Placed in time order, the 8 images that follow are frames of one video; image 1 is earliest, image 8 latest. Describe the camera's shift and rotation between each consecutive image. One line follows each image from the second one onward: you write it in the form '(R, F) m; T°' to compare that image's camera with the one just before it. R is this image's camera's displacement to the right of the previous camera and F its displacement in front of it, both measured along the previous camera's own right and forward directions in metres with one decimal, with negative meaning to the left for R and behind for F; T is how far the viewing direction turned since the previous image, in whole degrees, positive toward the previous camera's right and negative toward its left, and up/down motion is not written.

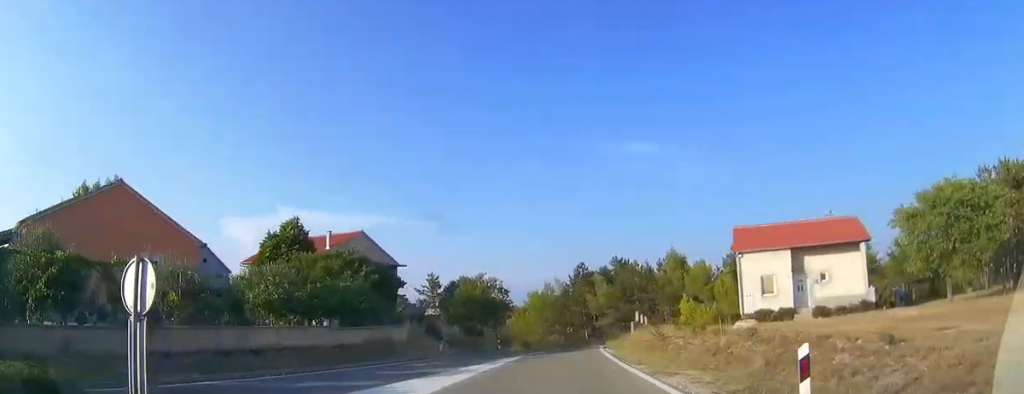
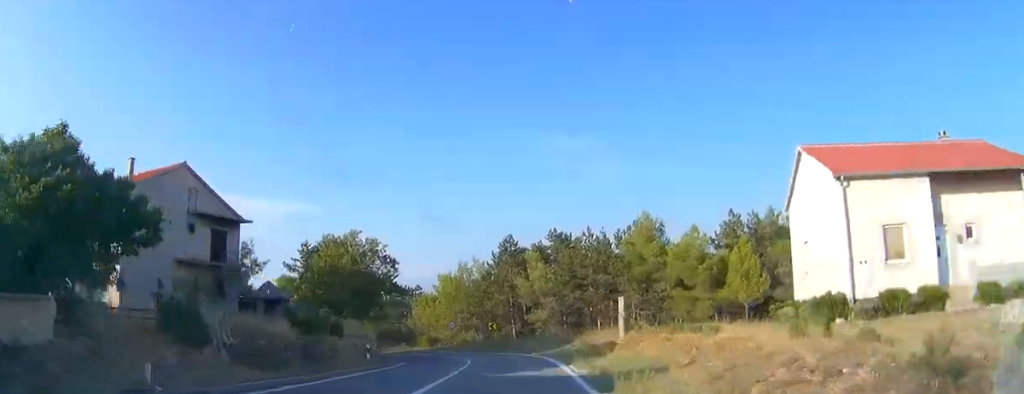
(+1.6, +17.4) m; +9°
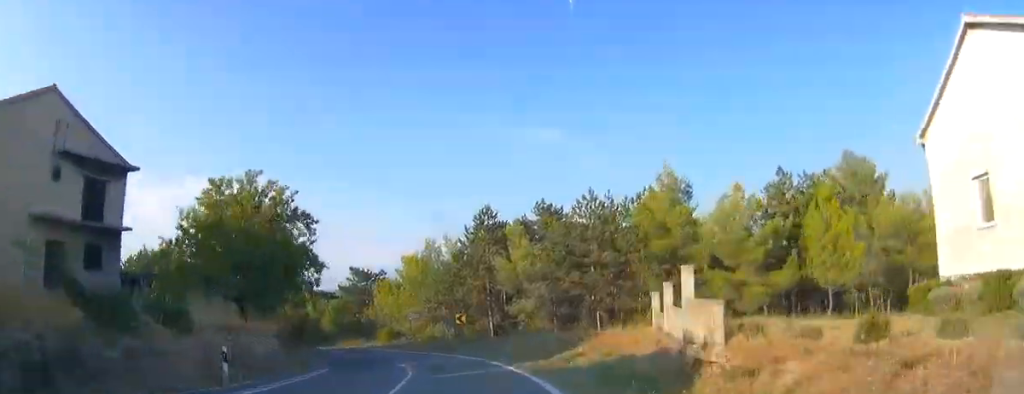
(+0.6, +10.5) m; -2°
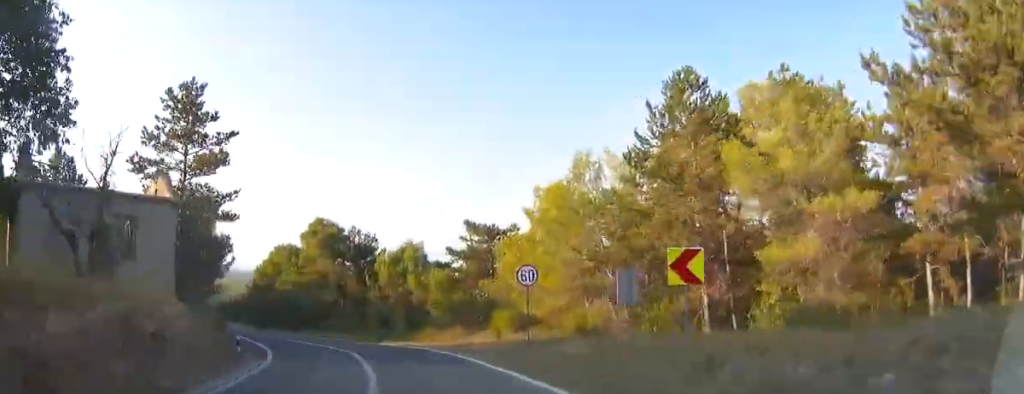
(-0.5, +22.1) m; -10°
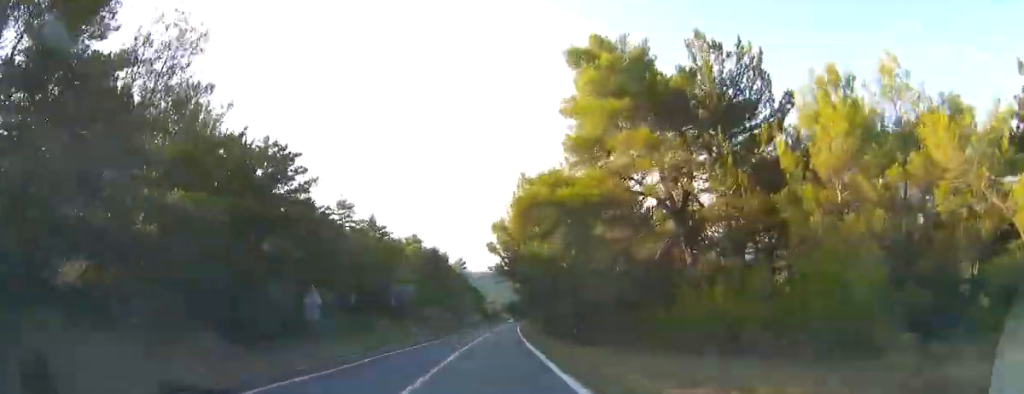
(-8.8, +37.1) m; -24°
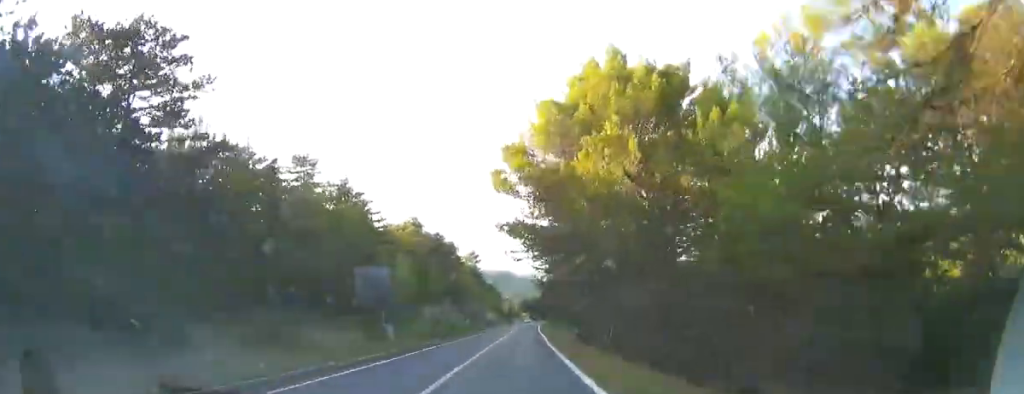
(-1.3, +17.2) m; -4°
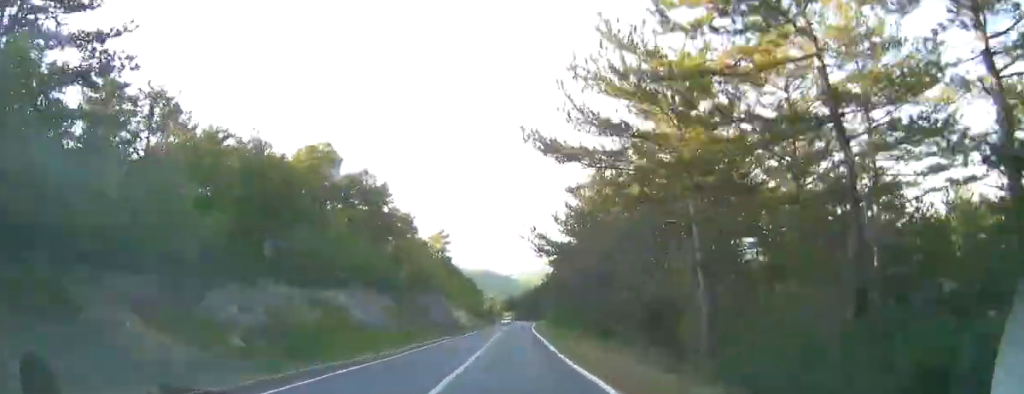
(-1.4, +35.3) m; -2°
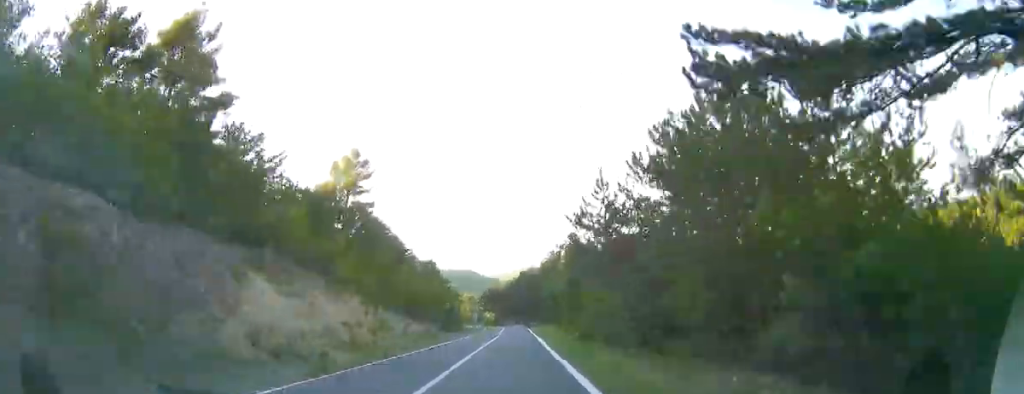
(+1.1, +56.7) m; +1°
